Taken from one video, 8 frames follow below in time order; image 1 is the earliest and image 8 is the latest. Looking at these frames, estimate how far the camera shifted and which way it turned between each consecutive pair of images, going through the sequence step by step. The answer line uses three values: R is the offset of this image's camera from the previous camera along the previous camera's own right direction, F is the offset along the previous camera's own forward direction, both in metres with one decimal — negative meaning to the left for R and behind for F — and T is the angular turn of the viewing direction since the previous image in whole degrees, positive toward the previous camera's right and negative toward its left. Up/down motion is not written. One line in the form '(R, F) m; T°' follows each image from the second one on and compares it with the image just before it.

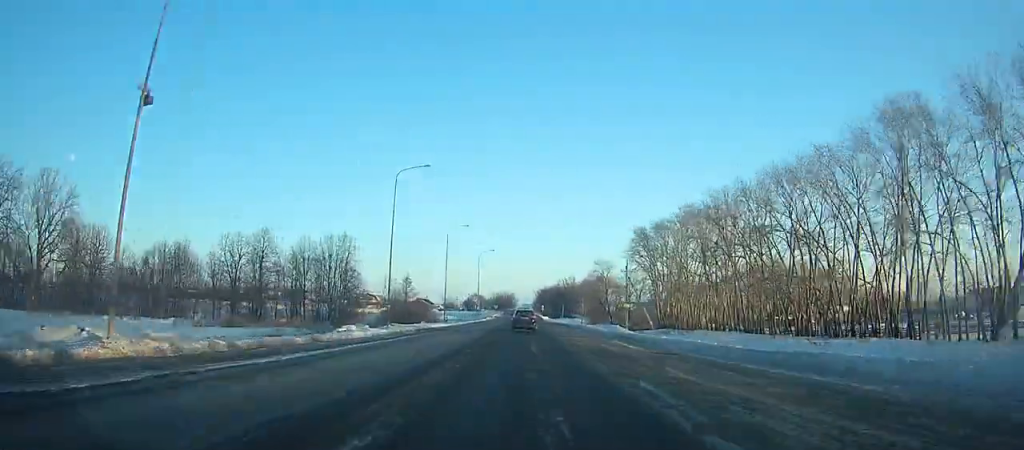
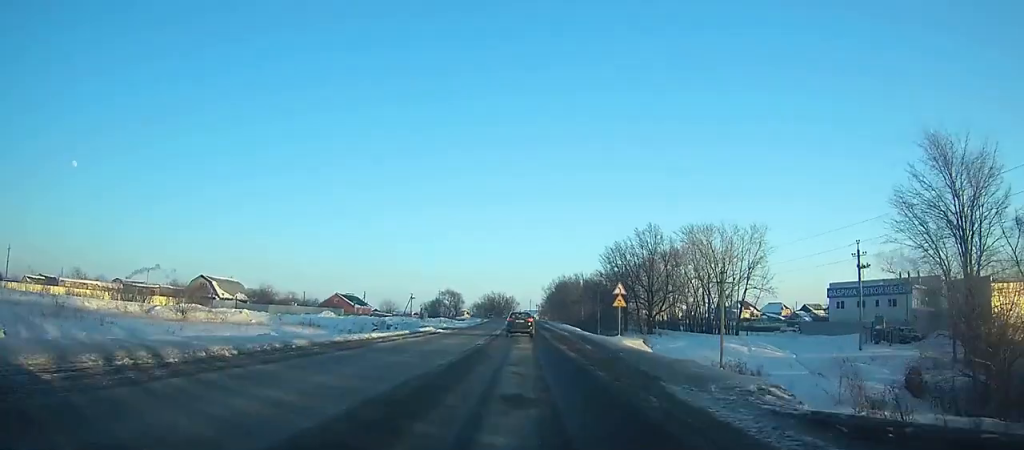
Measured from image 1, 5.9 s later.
(-9.6, +131.6) m; +1°
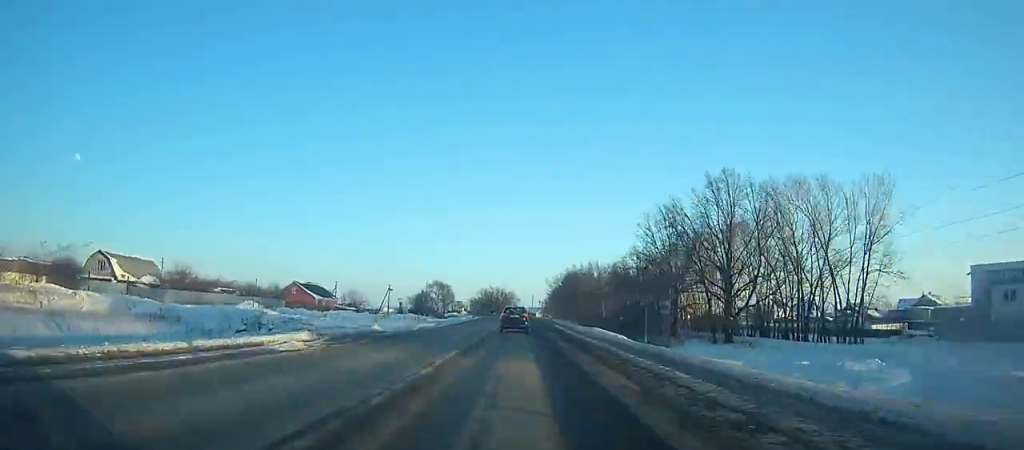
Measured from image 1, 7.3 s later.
(-2.5, +32.5) m; +7°
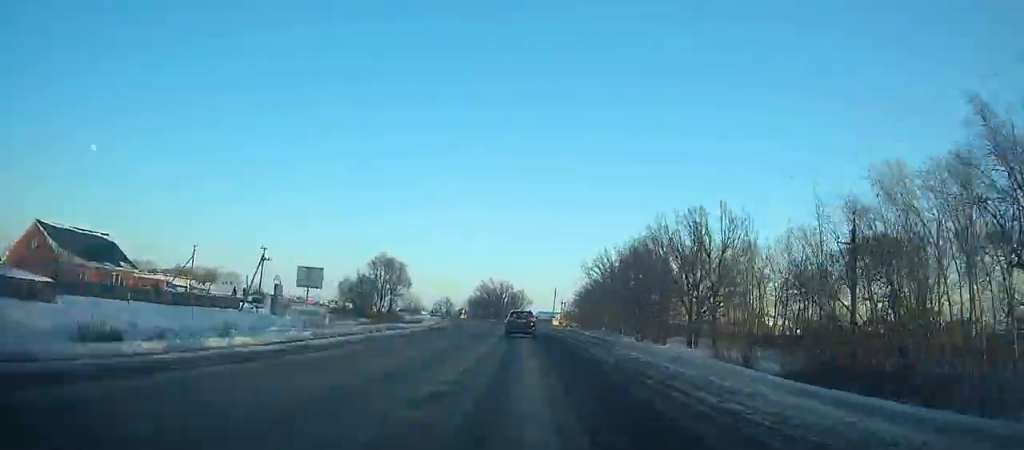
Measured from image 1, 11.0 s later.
(+9.0, +69.0) m; -13°
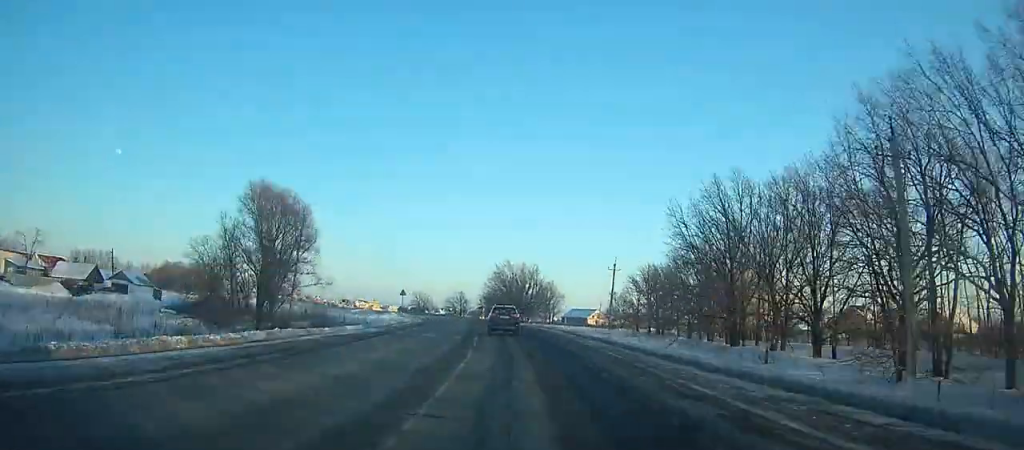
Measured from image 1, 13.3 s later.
(-17.2, +59.0) m; -11°
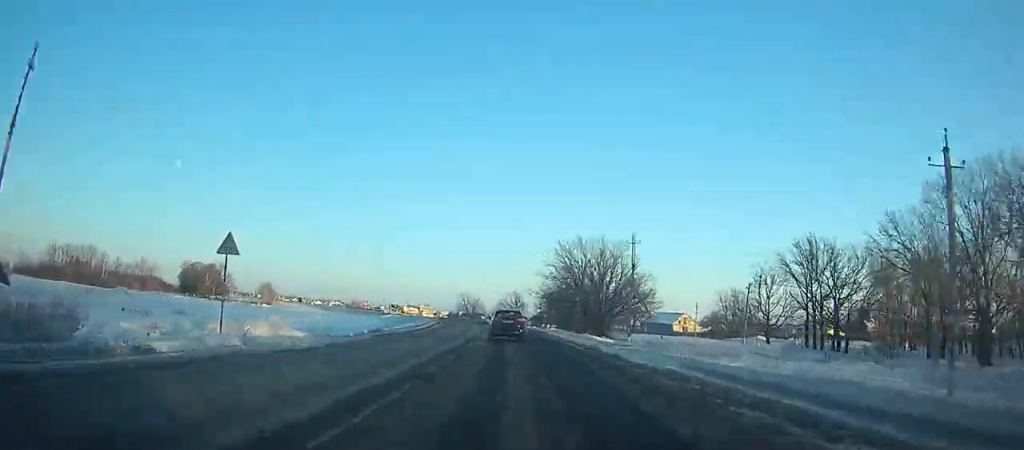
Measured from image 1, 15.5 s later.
(+2.4, +56.9) m; 0°
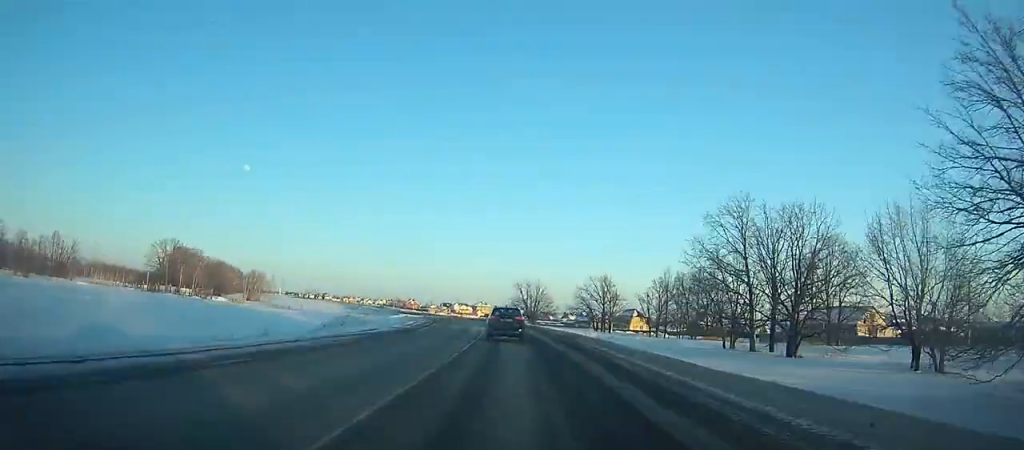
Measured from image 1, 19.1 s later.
(-0.6, +88.8) m; -4°
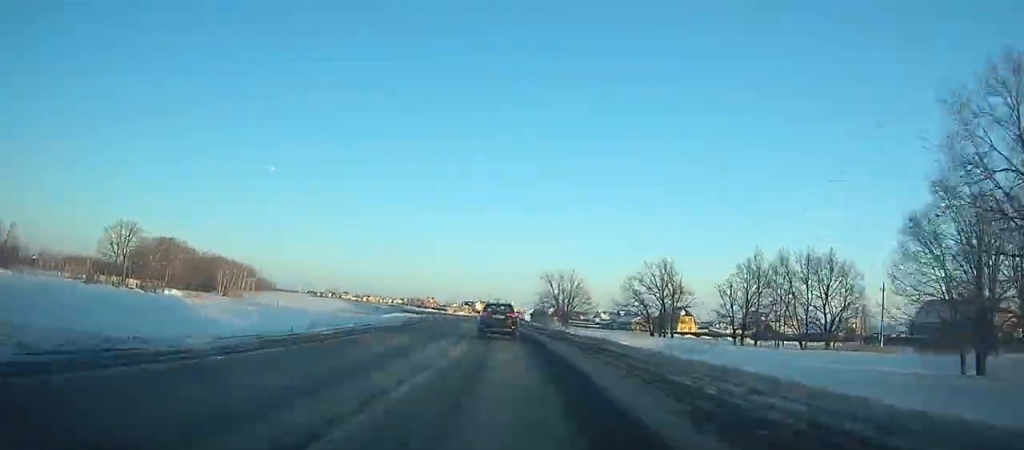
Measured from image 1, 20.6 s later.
(-1.4, +35.0) m; -3°
